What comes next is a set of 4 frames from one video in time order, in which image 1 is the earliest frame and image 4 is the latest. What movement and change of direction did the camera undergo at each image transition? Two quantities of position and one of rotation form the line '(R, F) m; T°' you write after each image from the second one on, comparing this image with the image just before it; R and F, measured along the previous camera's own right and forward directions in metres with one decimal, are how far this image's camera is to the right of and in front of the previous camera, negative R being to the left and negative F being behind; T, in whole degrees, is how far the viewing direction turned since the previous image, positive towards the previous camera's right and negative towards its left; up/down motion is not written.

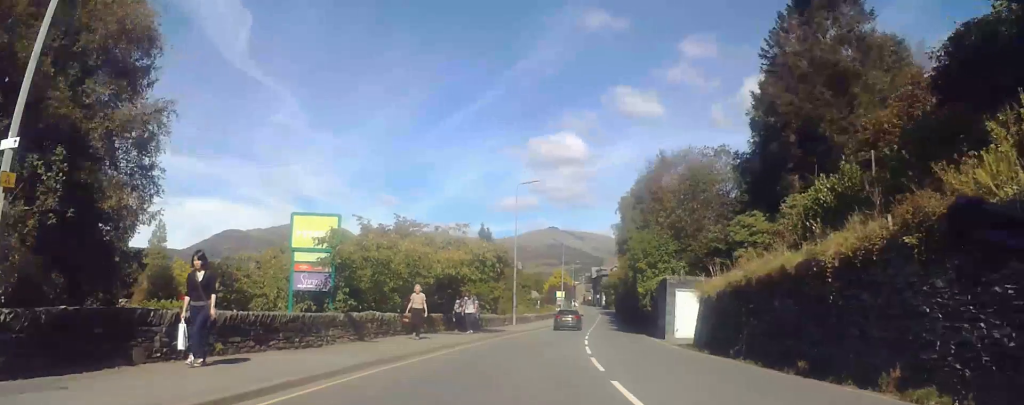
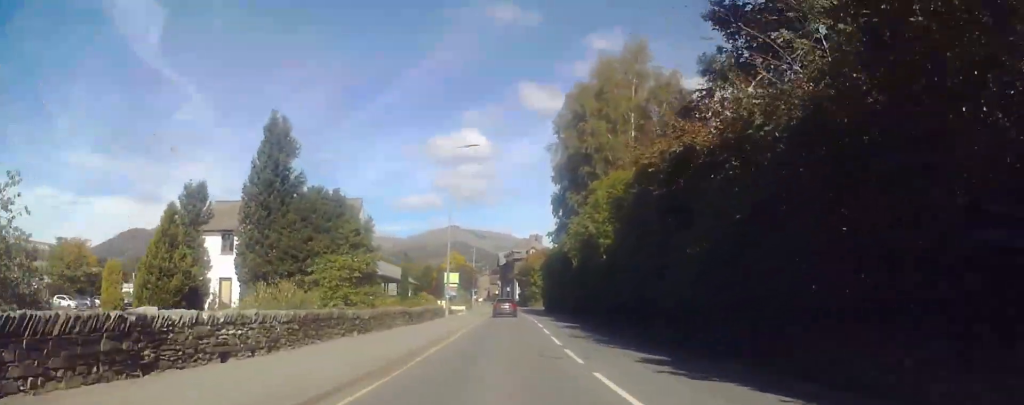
(+8.9, +52.8) m; +15°
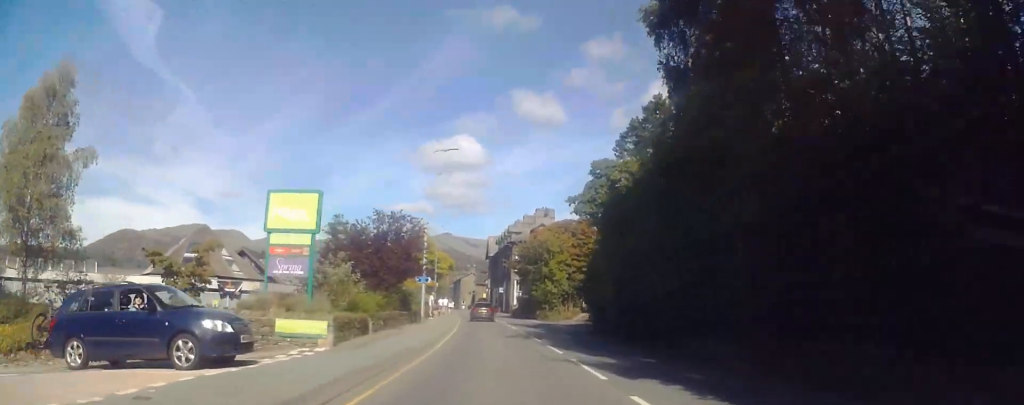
(0.0, +50.2) m; 0°
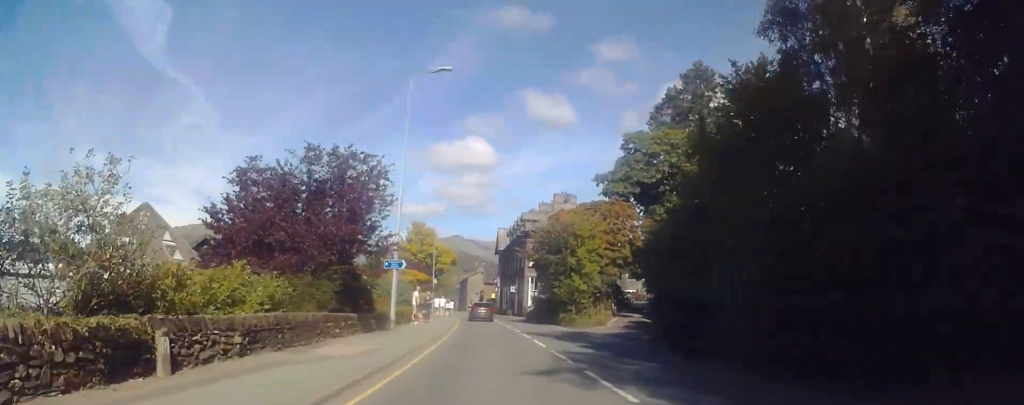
(0.0, +14.3) m; +1°
